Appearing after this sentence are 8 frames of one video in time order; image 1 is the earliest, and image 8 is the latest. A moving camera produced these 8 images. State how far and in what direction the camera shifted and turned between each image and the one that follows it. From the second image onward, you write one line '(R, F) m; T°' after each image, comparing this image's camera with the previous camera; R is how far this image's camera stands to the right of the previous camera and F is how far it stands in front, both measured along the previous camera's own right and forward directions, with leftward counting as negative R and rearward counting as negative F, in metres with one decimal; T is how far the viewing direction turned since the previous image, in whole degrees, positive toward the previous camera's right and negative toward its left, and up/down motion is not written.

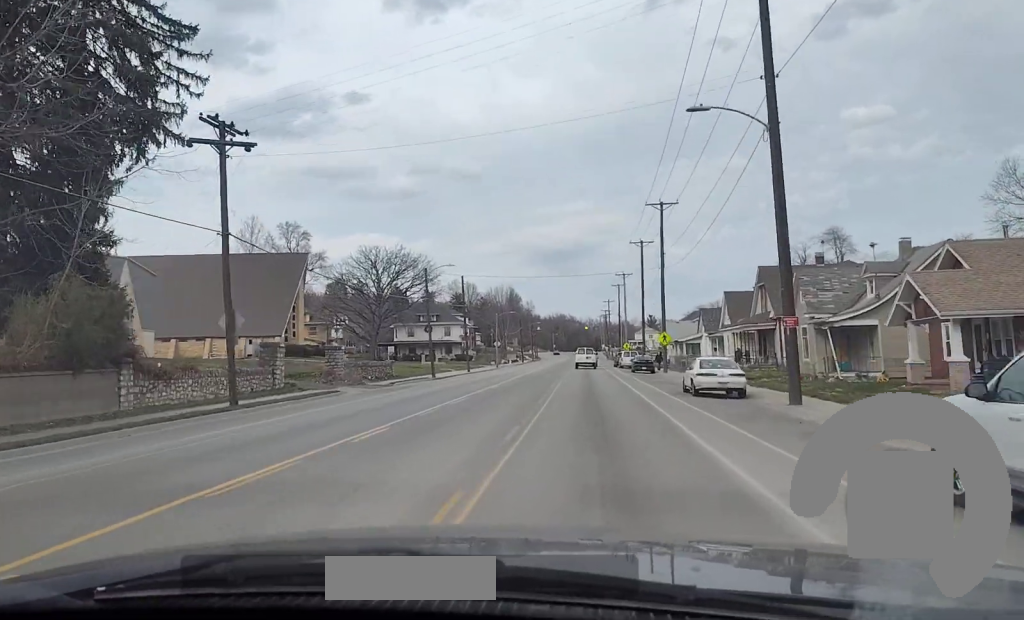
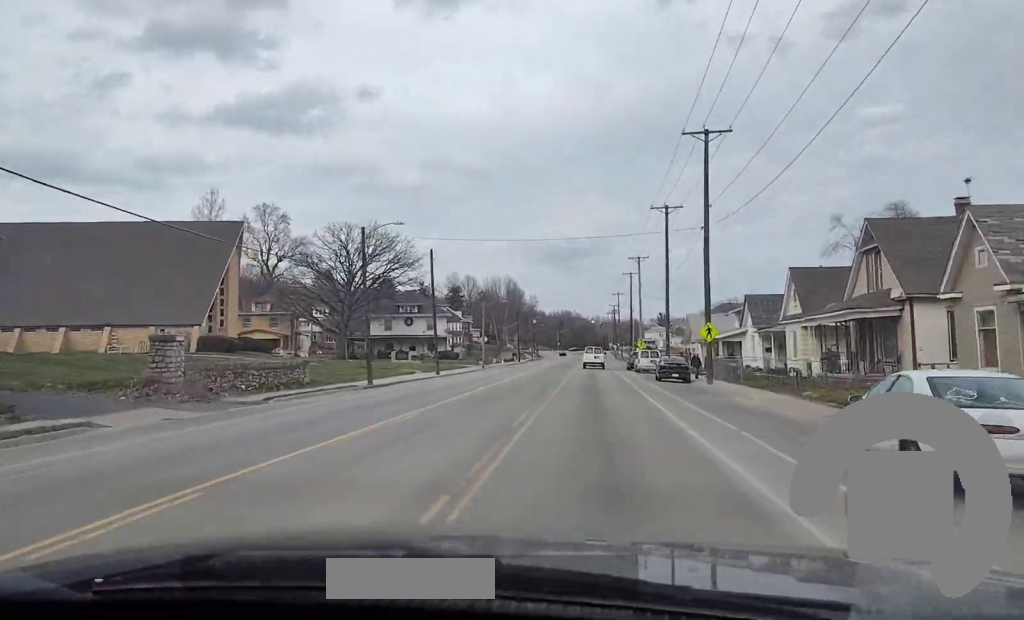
(0.0, +21.1) m; 0°
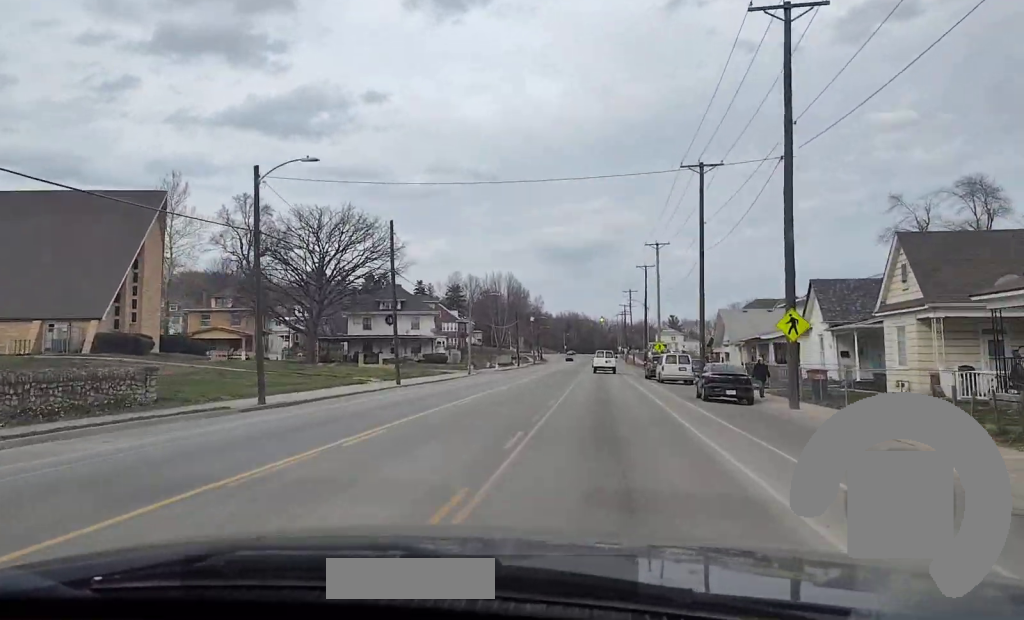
(-0.1, +16.0) m; -1°
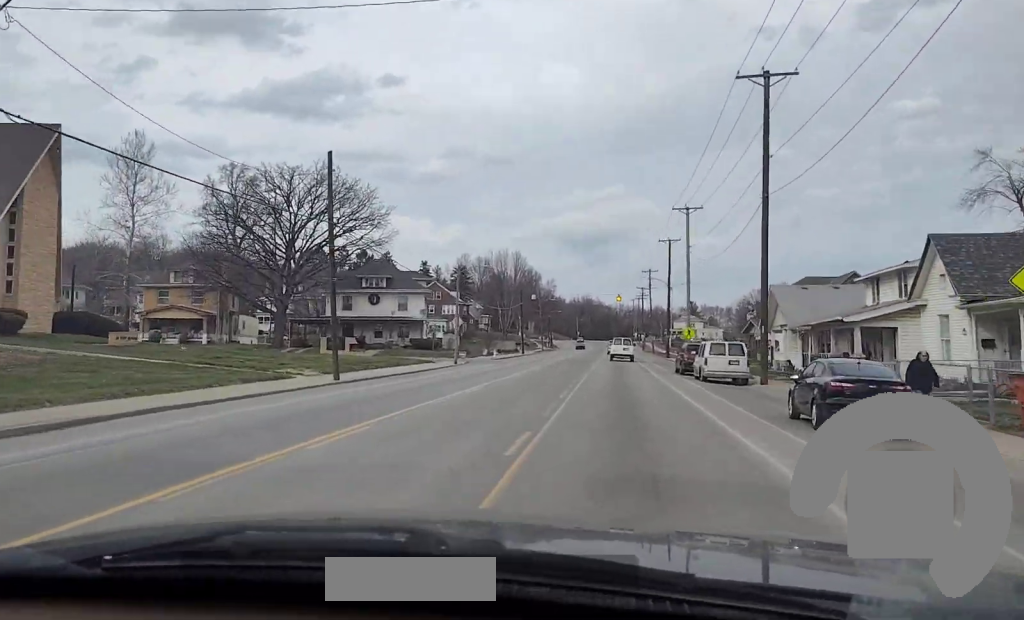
(-0.1, +14.8) m; 0°
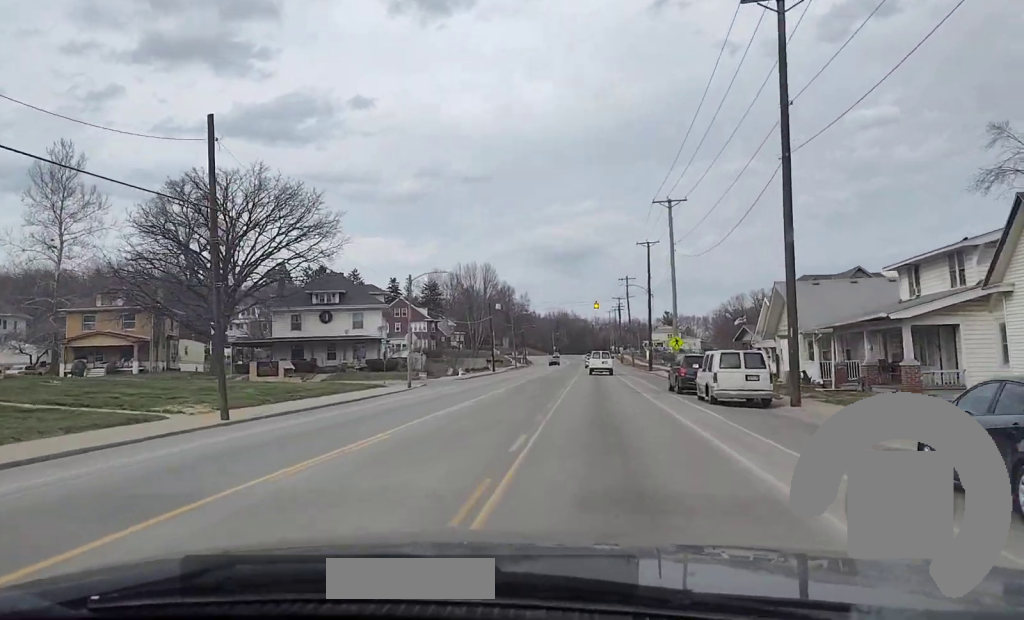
(0.0, +9.5) m; 0°
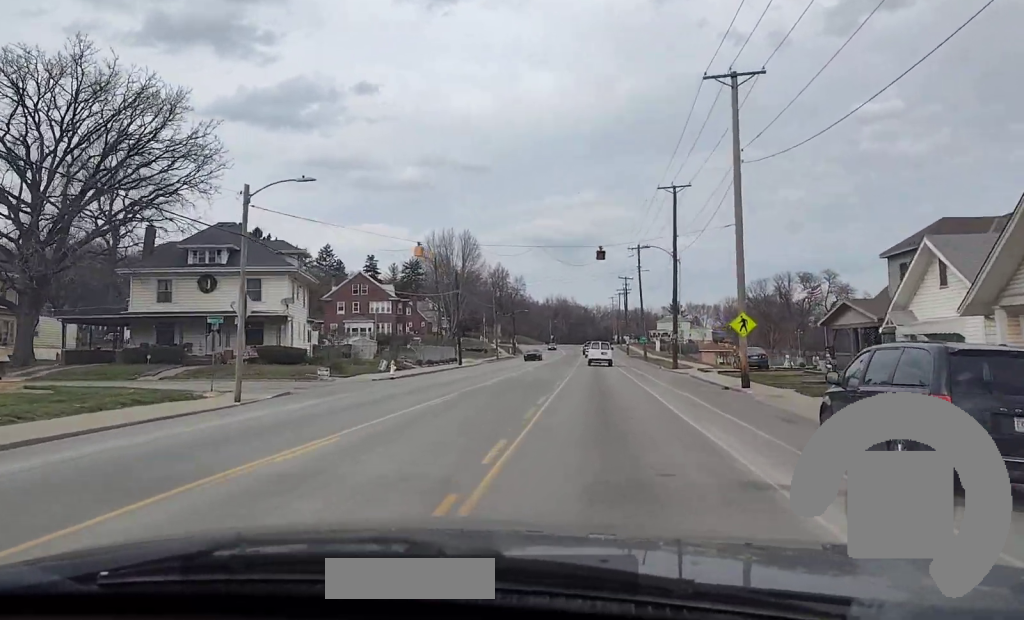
(+0.4, +27.7) m; +1°
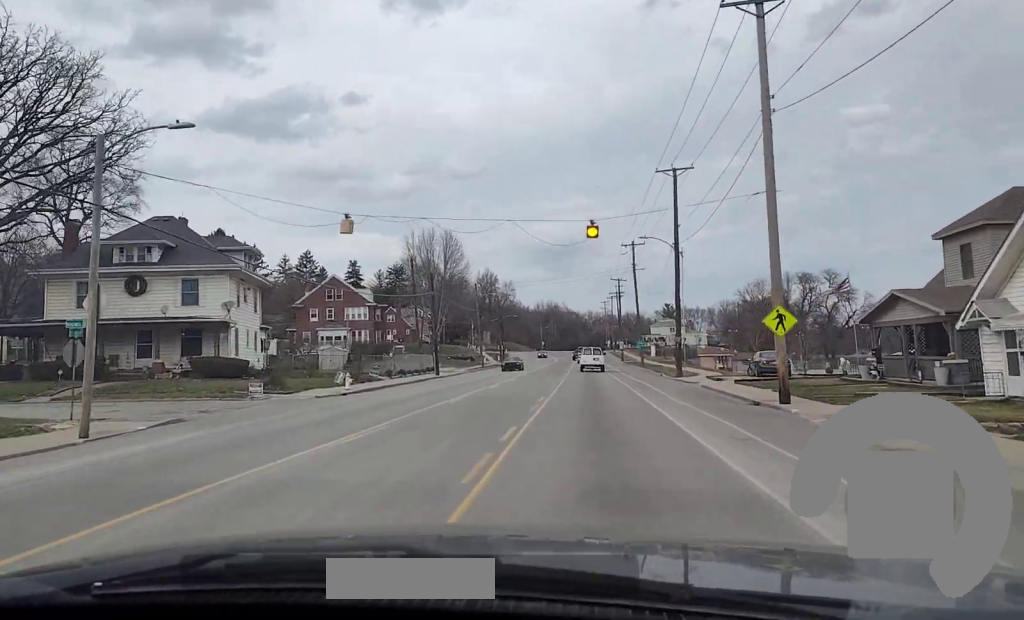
(-0.1, +8.5) m; 0°
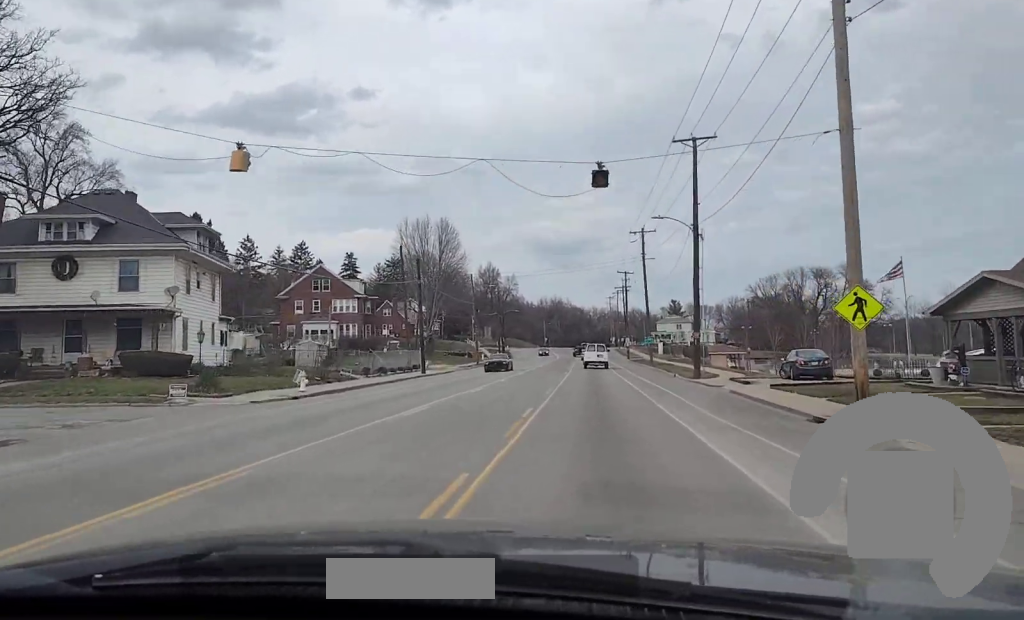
(0.0, +7.1) m; 0°
